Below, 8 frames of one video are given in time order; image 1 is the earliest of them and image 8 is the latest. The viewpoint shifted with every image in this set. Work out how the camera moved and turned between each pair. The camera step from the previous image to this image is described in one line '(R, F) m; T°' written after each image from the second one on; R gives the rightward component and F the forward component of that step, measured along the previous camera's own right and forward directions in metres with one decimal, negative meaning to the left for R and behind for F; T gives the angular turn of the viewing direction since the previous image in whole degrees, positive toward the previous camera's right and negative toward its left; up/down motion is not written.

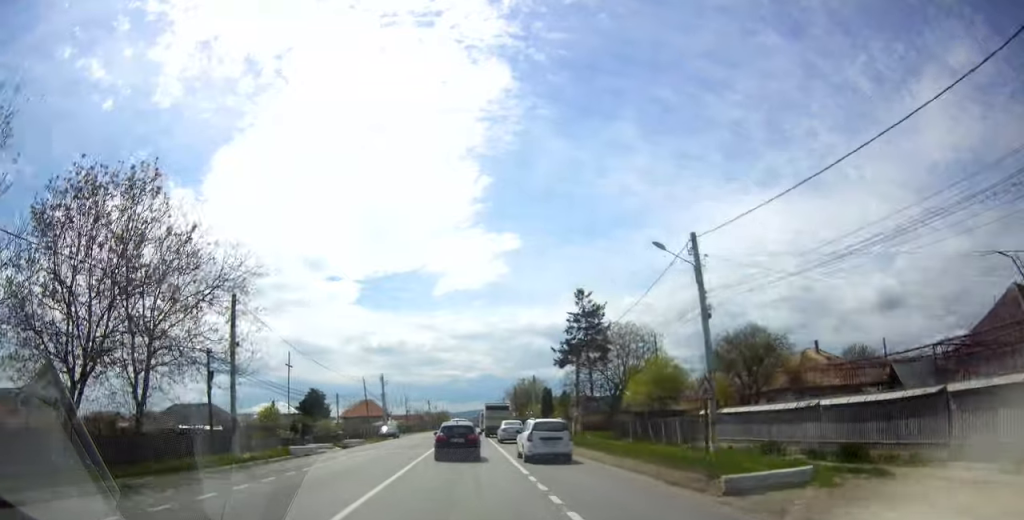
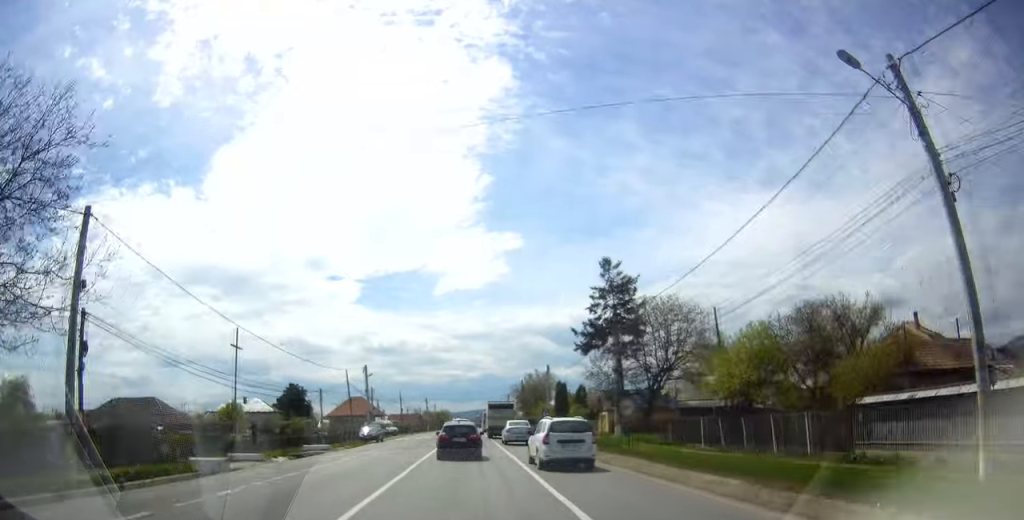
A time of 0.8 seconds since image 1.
(0.0, +13.5) m; 0°
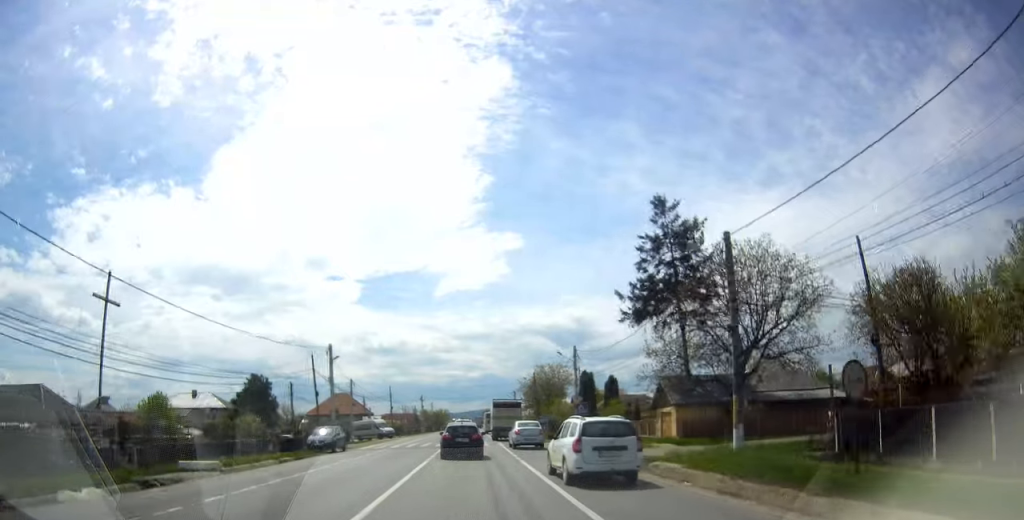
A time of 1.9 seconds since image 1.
(-0.1, +17.4) m; 0°
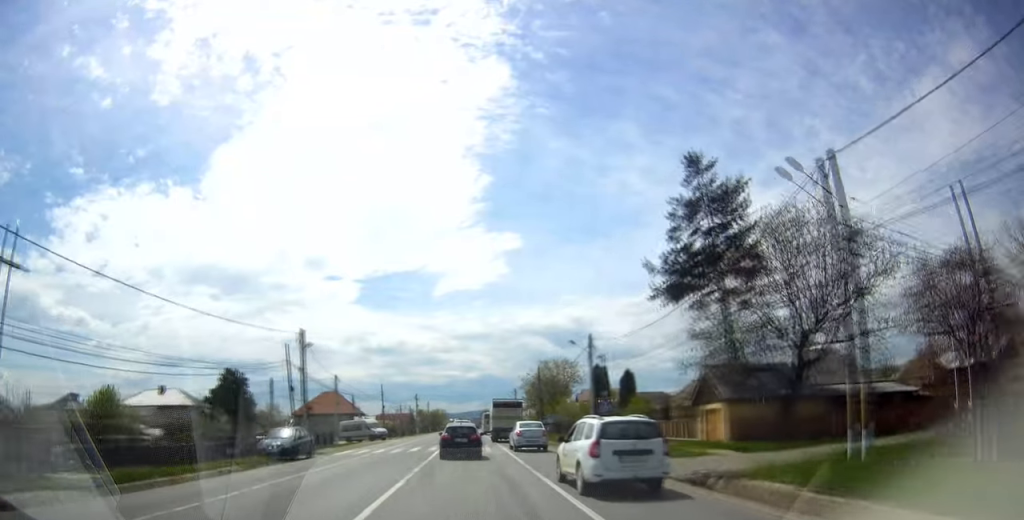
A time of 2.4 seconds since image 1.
(0.0, +7.7) m; 0°
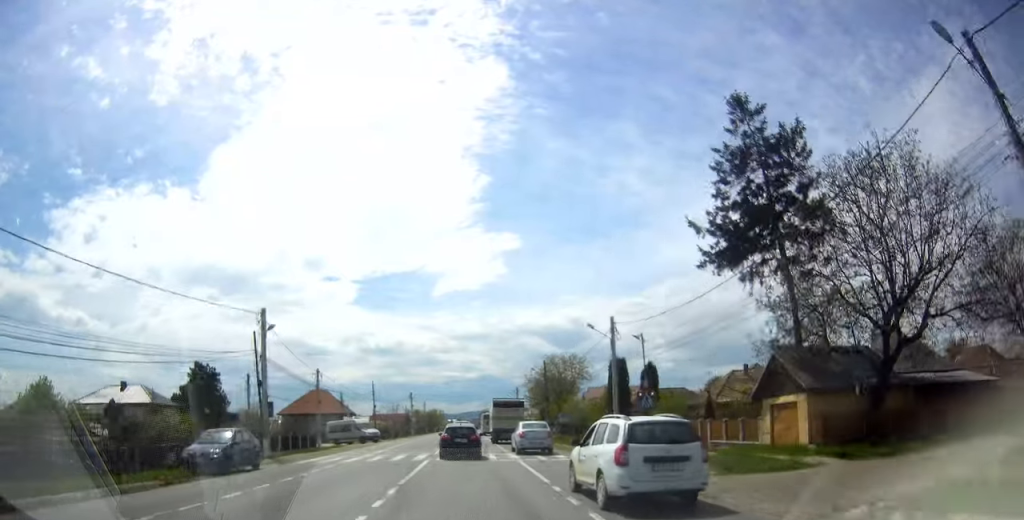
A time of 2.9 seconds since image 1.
(0.0, +7.7) m; 0°
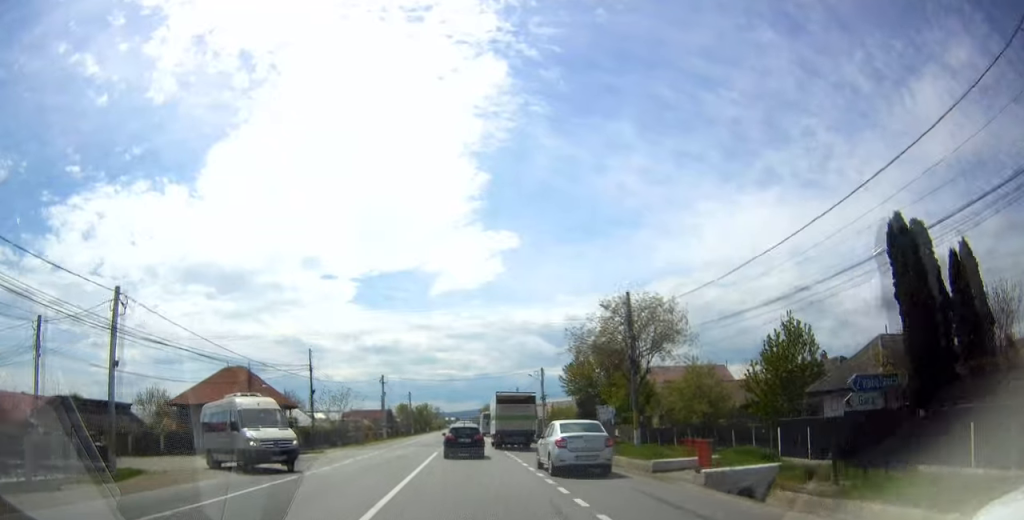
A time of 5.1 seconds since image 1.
(-0.2, +36.2) m; 0°
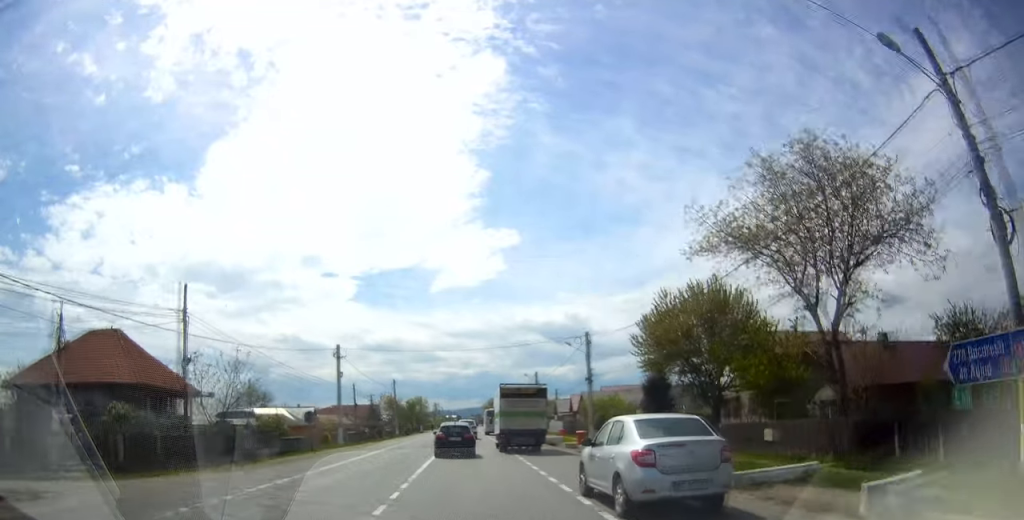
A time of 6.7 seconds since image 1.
(0.0, +25.5) m; 0°
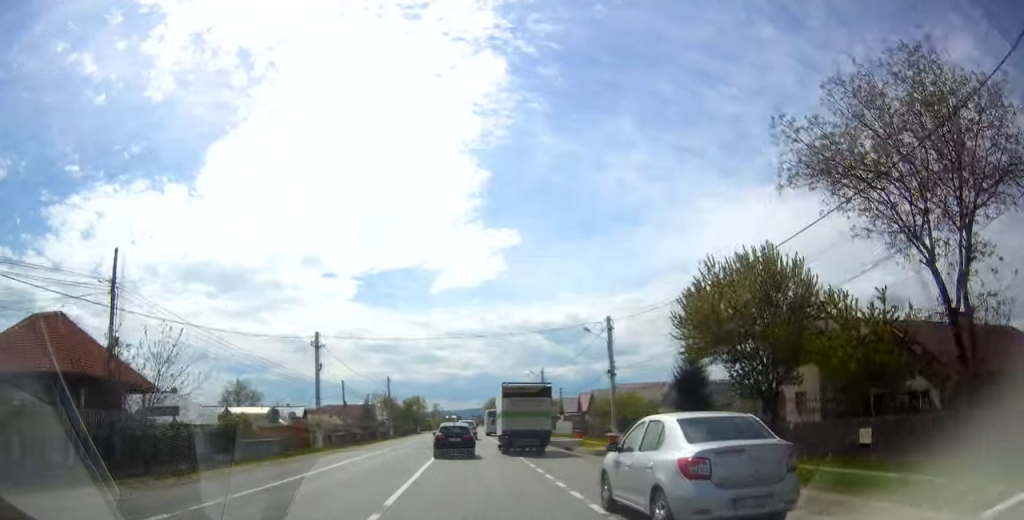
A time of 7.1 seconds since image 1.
(0.0, +6.7) m; 0°
